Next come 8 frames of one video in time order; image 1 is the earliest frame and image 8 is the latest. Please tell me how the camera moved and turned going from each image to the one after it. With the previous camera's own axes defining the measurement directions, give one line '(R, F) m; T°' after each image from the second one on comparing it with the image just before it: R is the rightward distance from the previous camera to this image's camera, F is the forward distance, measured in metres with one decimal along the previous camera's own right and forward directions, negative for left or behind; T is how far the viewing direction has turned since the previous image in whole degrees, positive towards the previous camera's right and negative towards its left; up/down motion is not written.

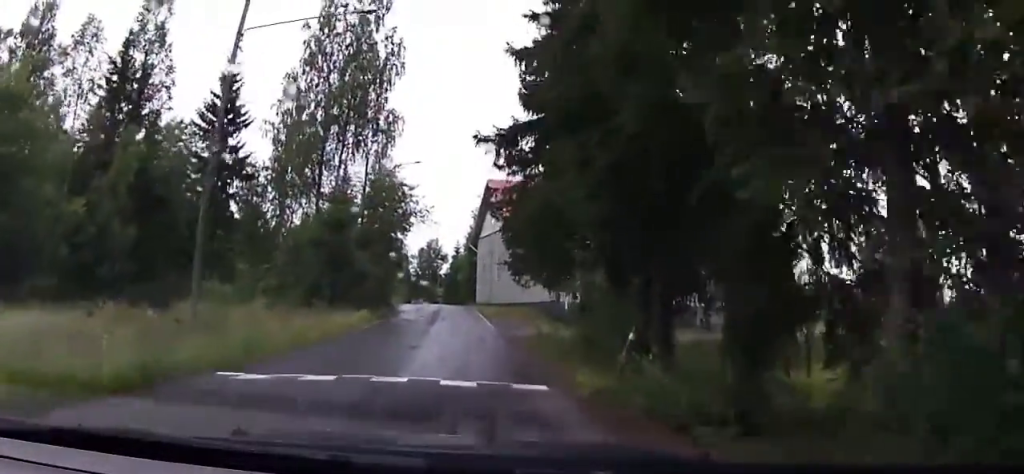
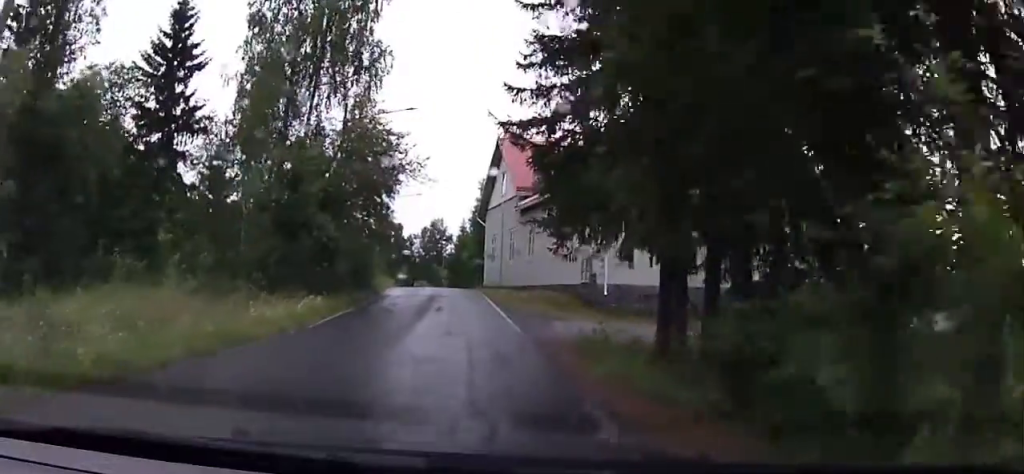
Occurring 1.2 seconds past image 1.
(-0.2, +9.2) m; -2°
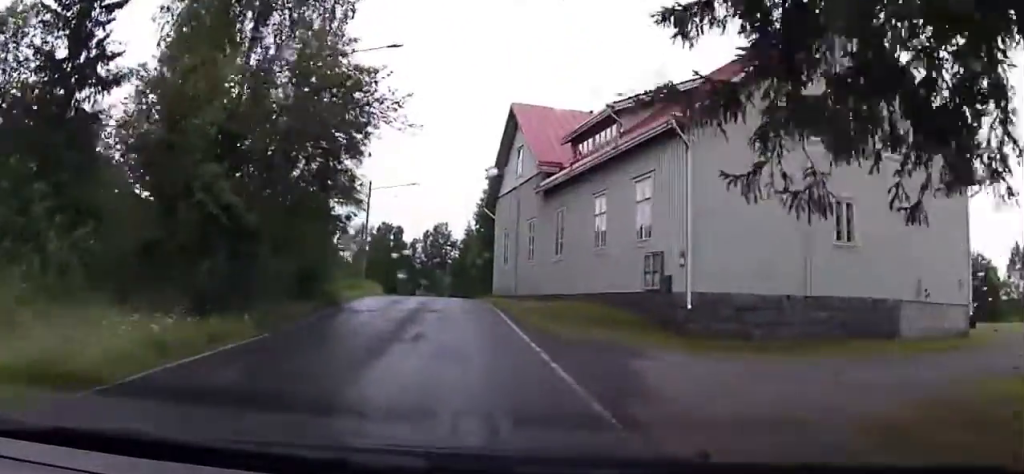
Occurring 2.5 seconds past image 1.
(-0.2, +9.6) m; -2°
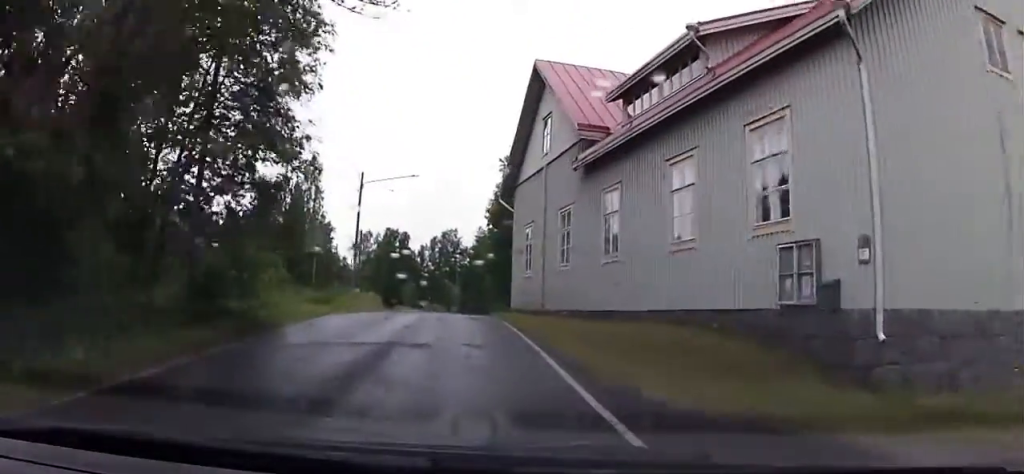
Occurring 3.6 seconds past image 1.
(0.0, +7.3) m; -1°
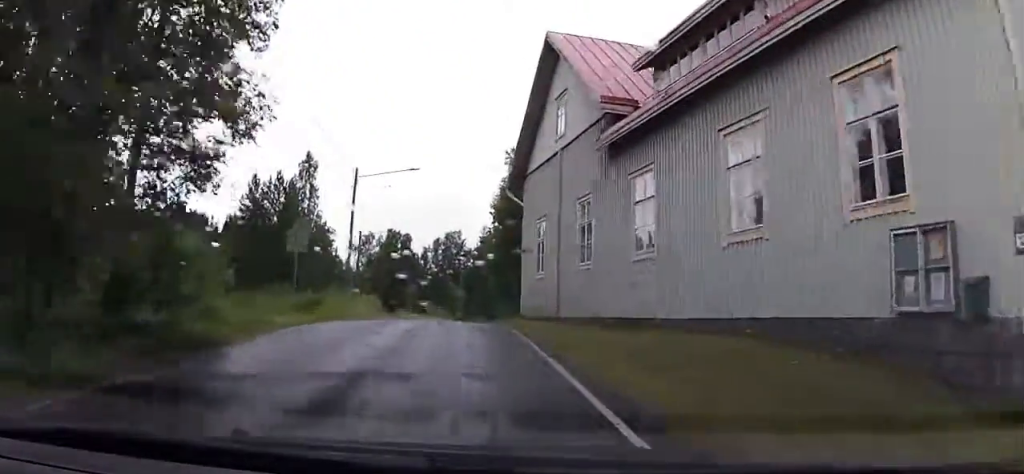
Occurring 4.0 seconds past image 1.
(0.0, +3.0) m; -1°
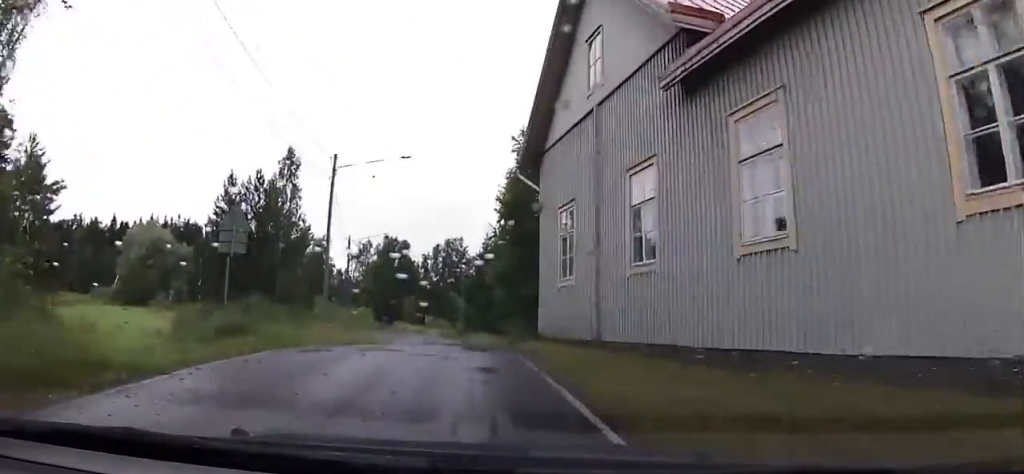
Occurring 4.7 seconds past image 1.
(0.0, +5.8) m; -2°
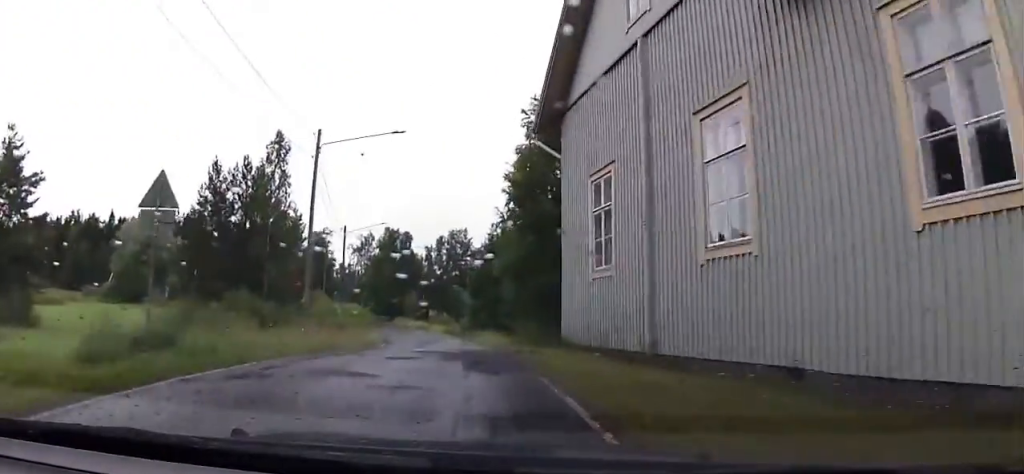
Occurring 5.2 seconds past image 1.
(-0.1, +4.0) m; +1°
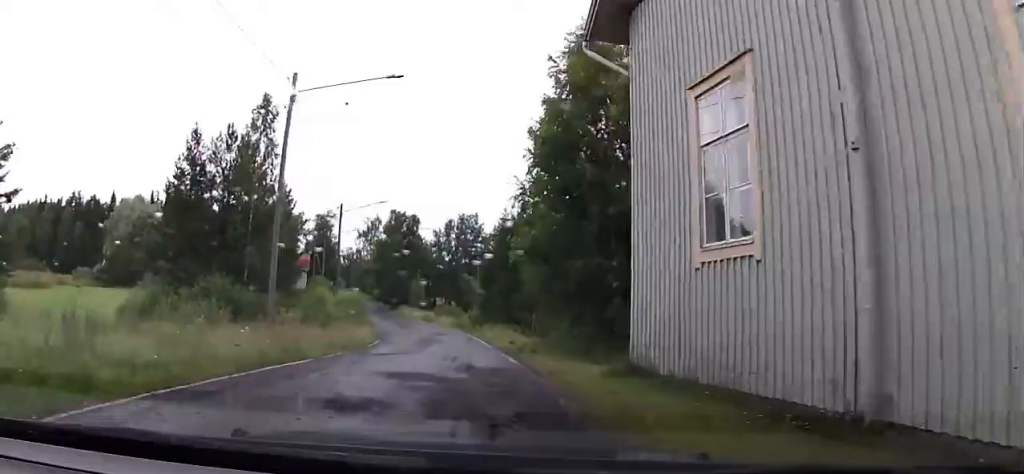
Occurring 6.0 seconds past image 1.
(0.0, +5.8) m; +1°
